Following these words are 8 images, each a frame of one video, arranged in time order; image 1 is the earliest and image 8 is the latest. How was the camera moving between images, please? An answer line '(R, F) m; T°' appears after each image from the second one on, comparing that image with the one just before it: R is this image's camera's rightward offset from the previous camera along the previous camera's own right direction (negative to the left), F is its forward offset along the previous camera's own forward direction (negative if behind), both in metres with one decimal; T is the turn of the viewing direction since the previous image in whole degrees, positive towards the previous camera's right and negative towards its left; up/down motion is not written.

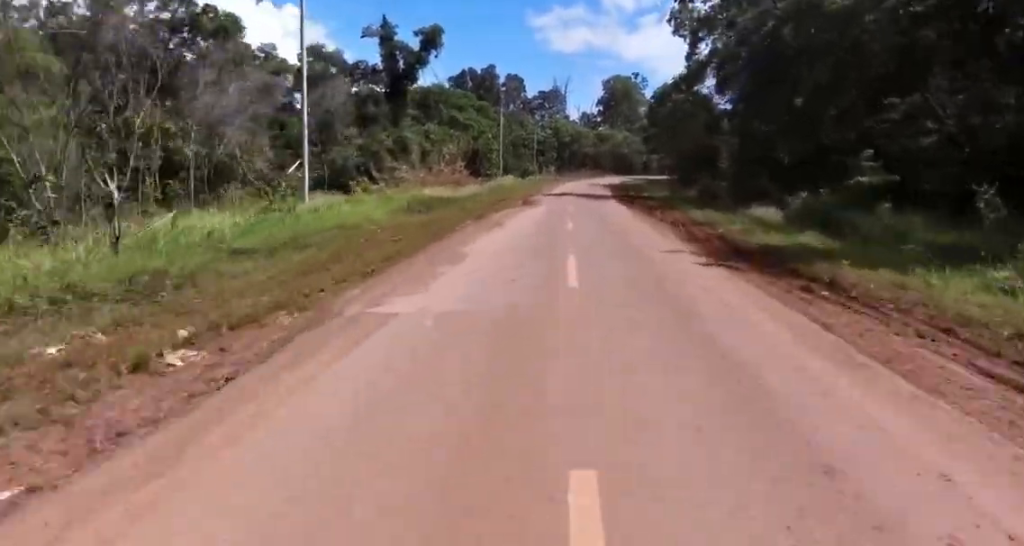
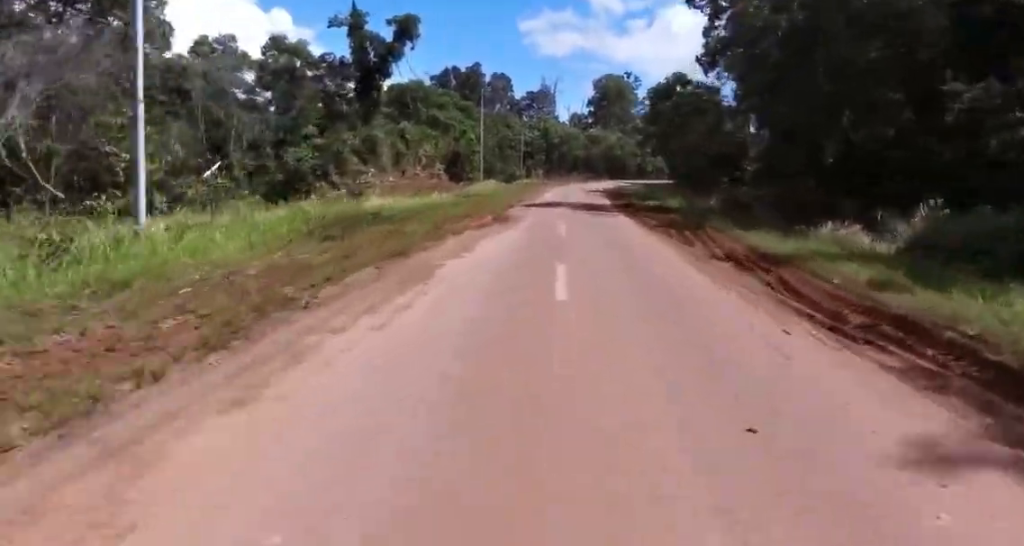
(+0.6, +8.4) m; +3°
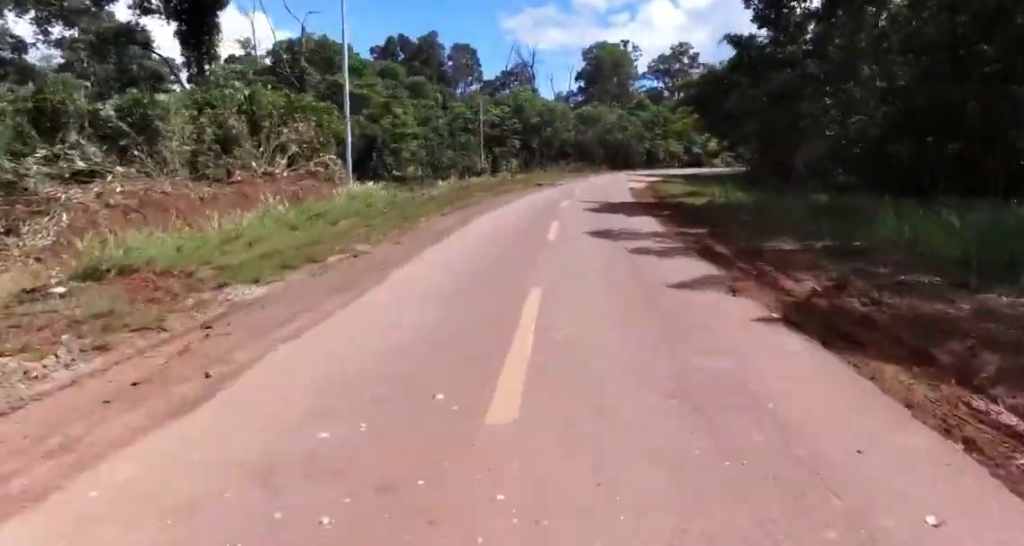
(+0.6, +36.1) m; 0°
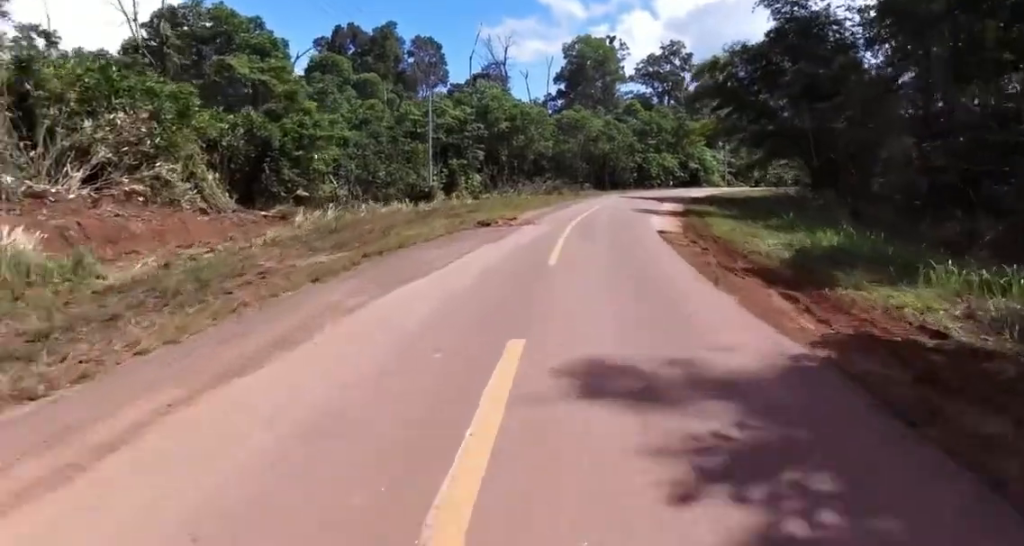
(+0.1, +17.1) m; +1°
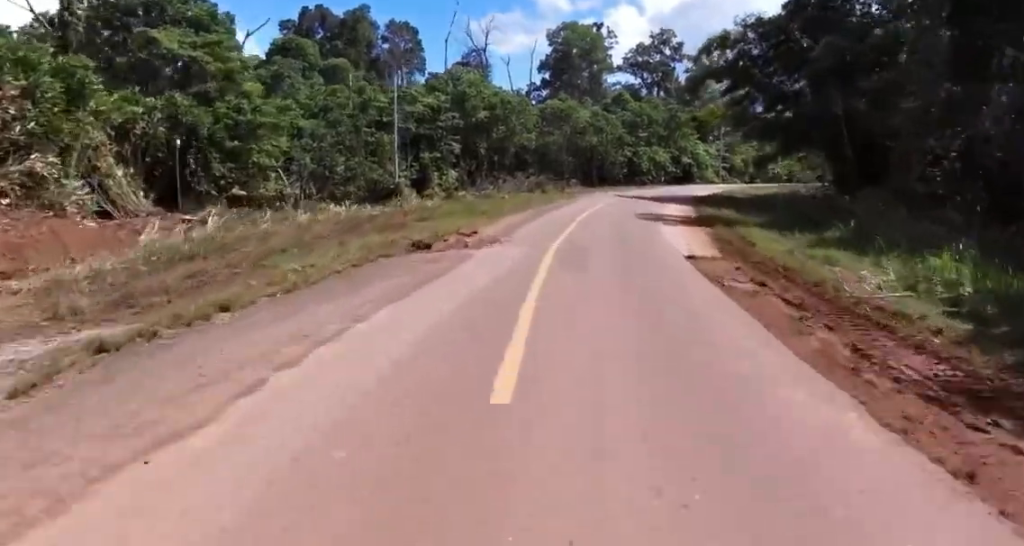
(0.0, +6.4) m; 0°
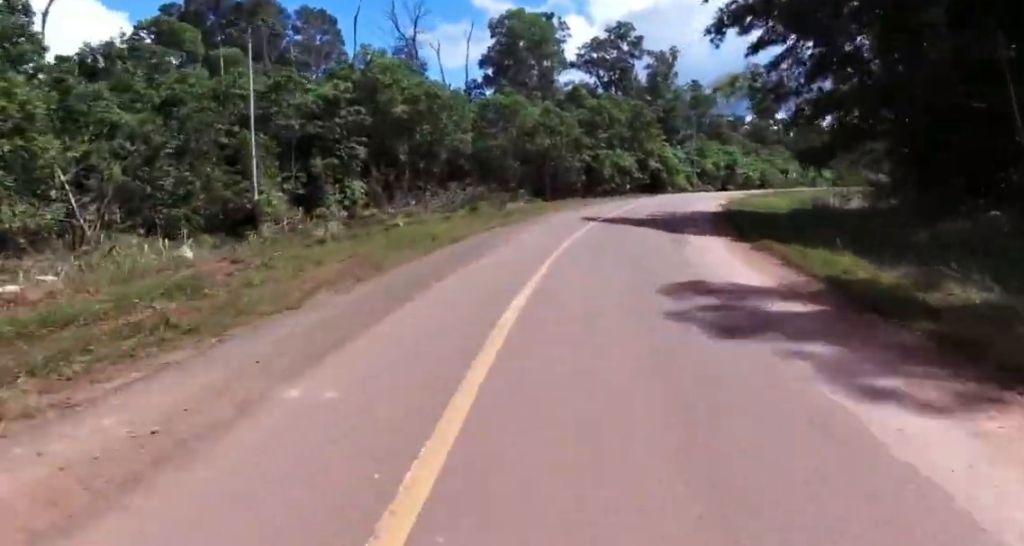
(0.0, +15.0) m; +4°
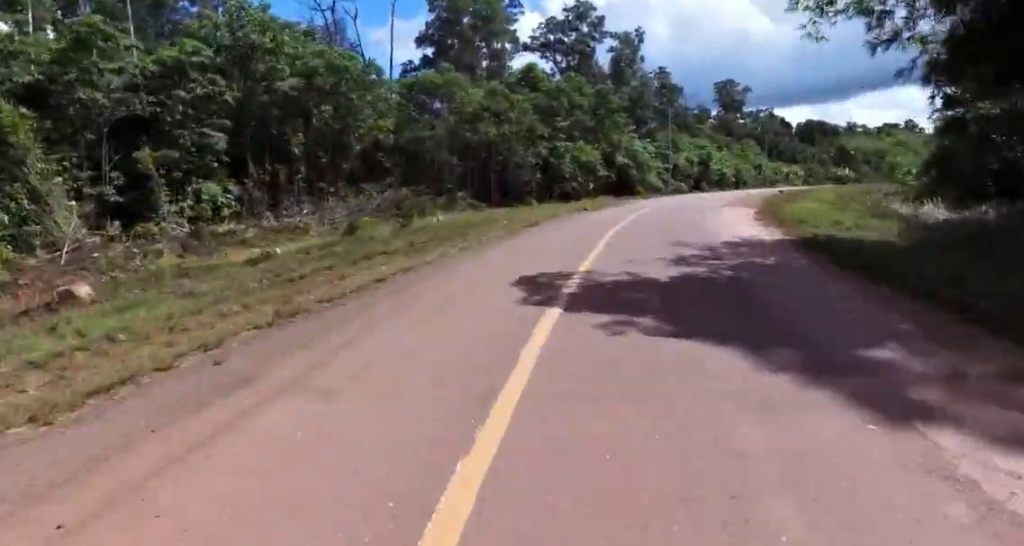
(+0.8, +13.3) m; +7°
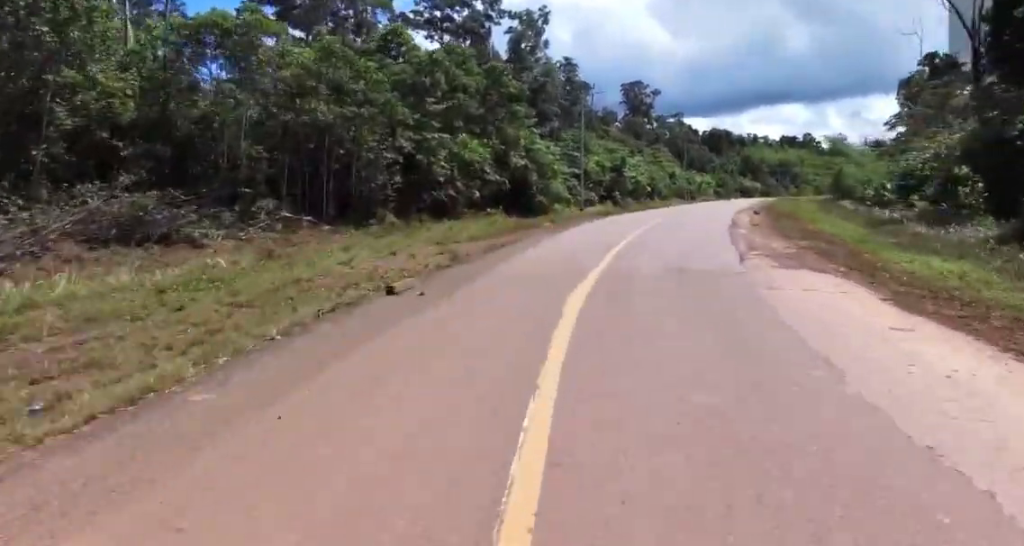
(+1.3, +17.4) m; +6°
